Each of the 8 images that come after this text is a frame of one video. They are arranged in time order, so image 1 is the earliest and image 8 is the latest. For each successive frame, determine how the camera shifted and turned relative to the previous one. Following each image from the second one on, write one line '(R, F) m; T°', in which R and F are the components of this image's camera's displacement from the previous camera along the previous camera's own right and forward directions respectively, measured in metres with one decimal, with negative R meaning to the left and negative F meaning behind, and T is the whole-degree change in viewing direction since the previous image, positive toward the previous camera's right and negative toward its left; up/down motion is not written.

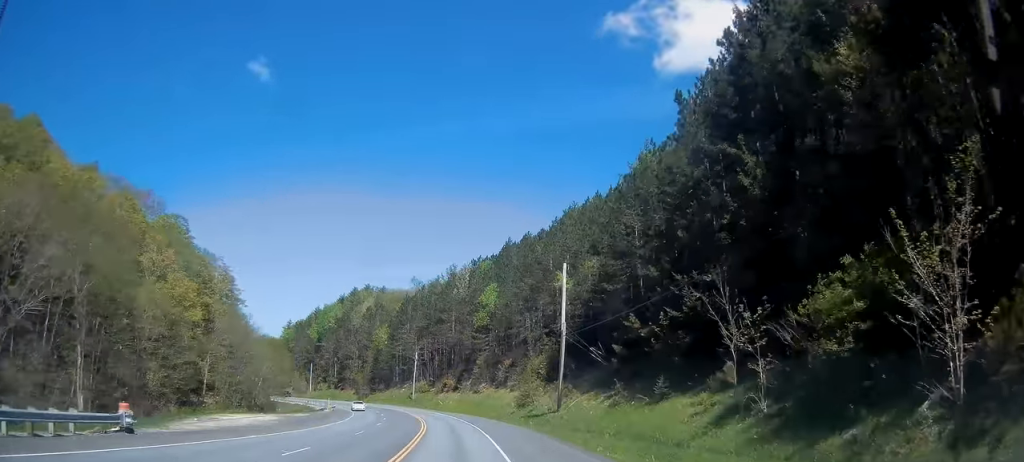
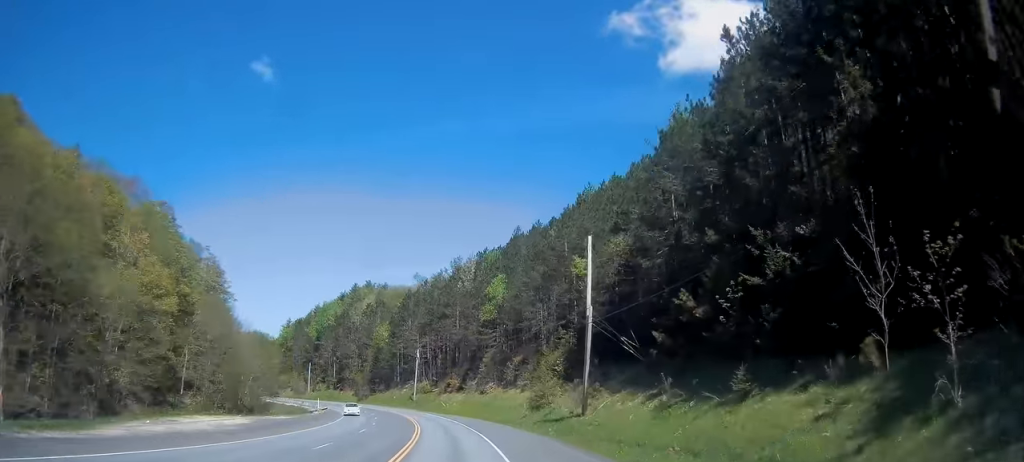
(+0.2, +8.6) m; 0°
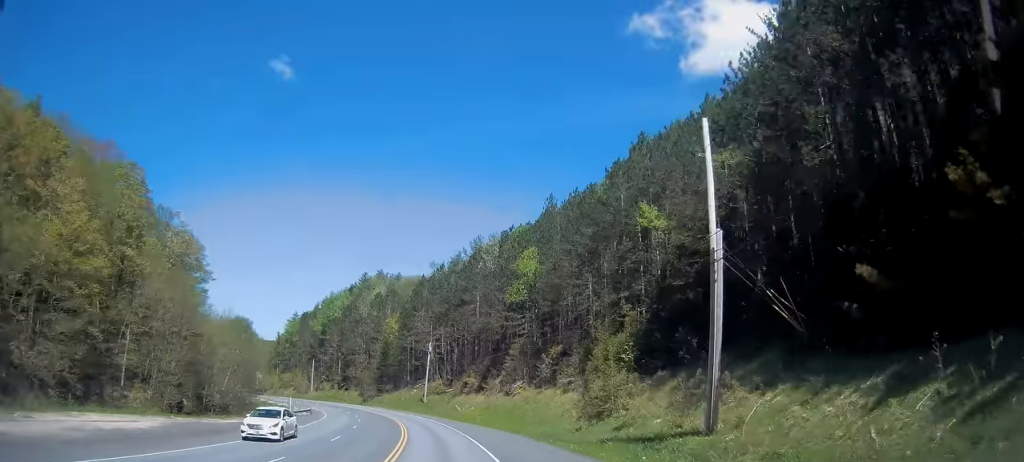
(-0.3, +18.7) m; -2°
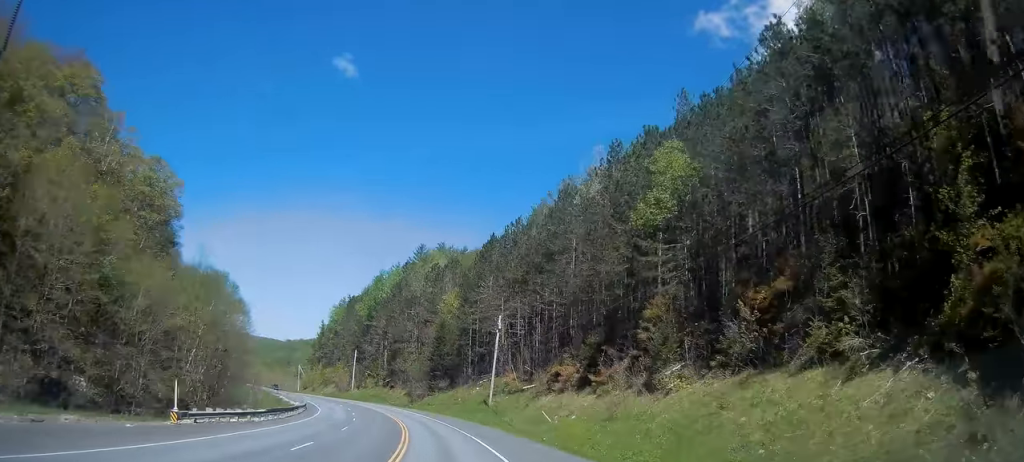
(-1.7, +32.6) m; -7°
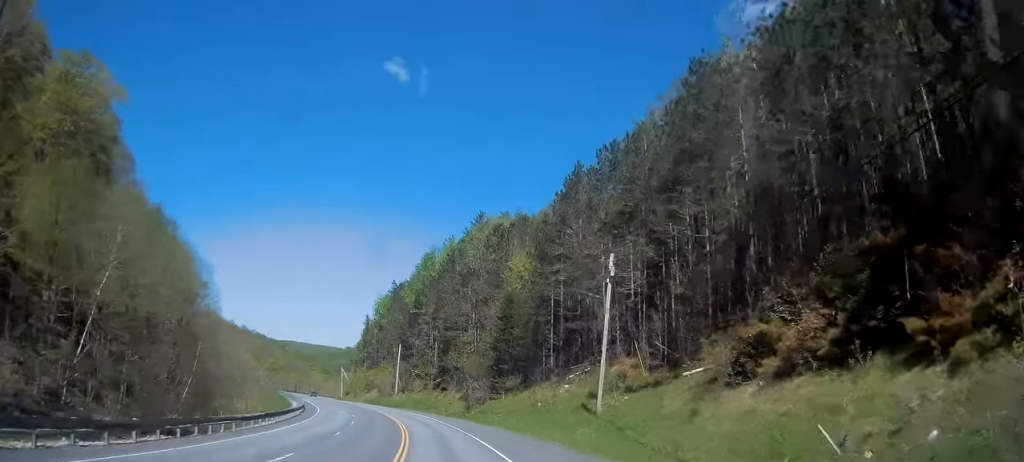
(-1.6, +28.4) m; -6°
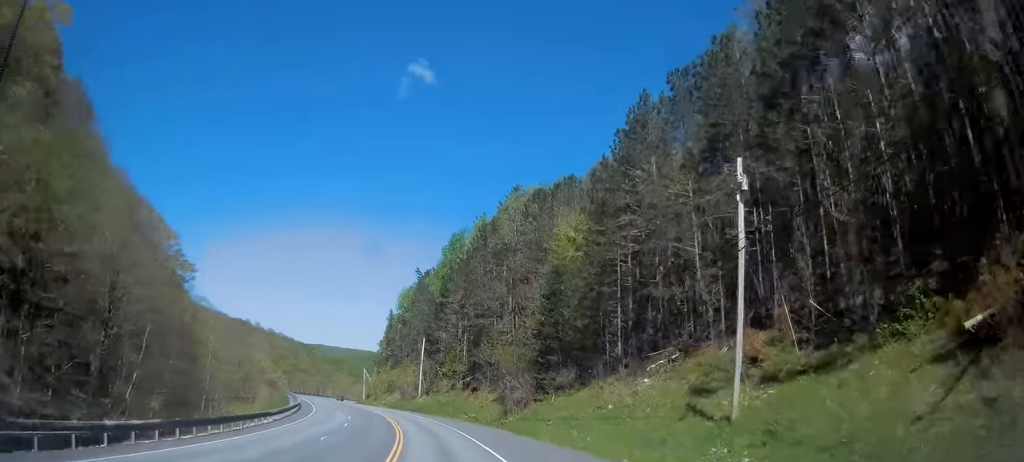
(-0.4, +15.6) m; -4°
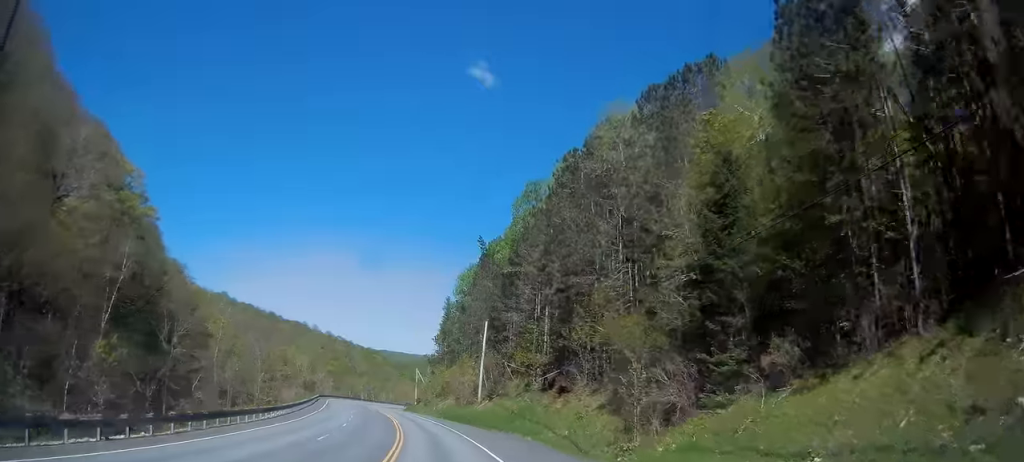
(-1.8, +26.3) m; -7°
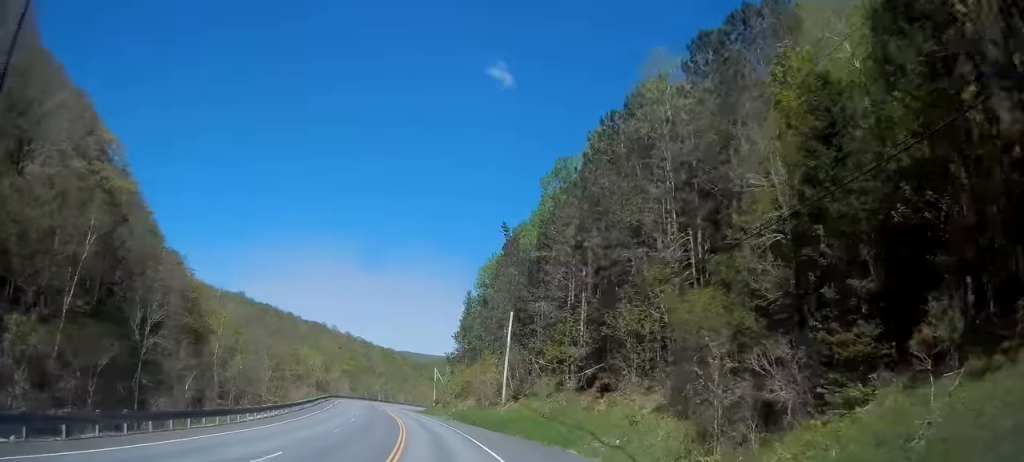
(-0.1, +8.1) m; -2°
